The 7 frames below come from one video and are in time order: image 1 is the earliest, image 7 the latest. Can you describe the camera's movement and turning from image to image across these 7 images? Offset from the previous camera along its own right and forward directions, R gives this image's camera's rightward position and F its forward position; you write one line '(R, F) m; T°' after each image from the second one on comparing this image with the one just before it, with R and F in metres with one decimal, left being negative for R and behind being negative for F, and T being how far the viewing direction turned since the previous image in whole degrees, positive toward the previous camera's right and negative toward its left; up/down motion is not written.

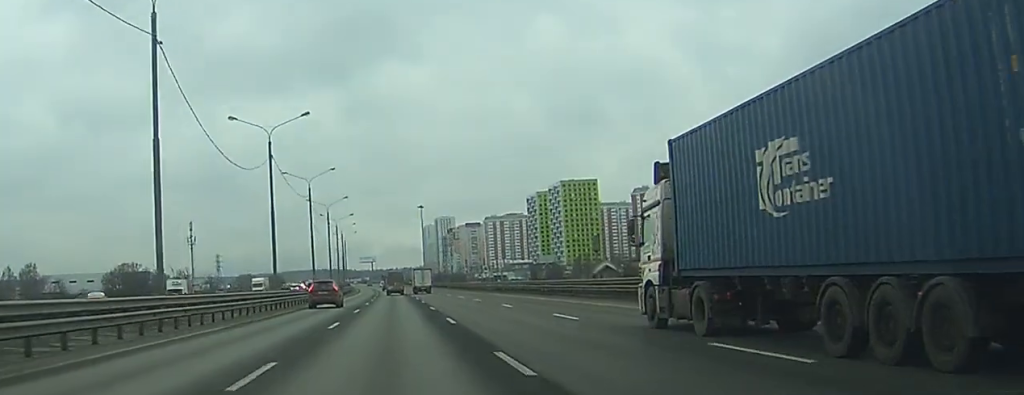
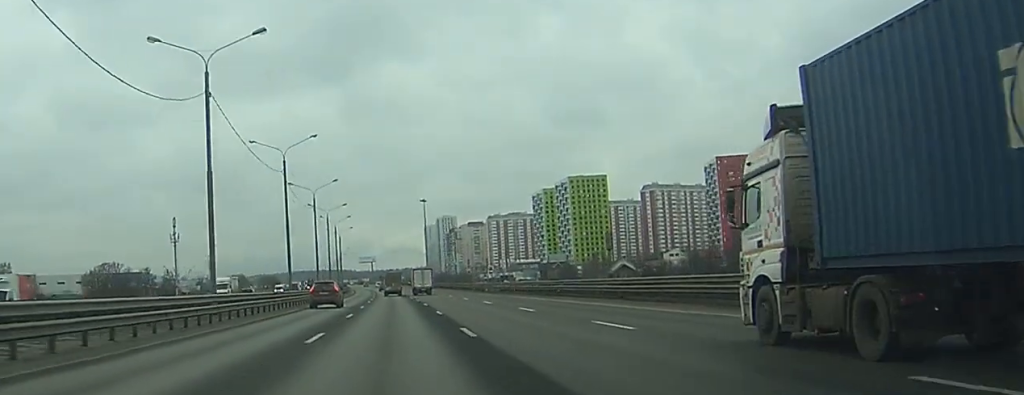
(0.0, +23.2) m; 0°
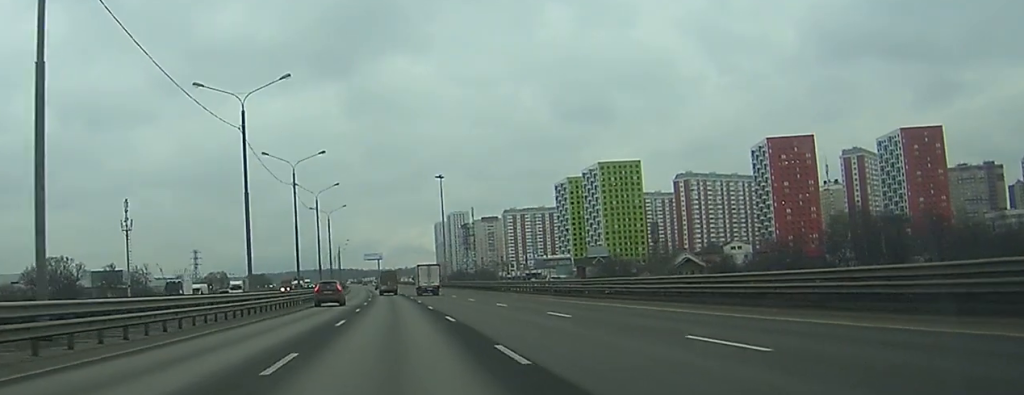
(-0.4, +54.9) m; -1°
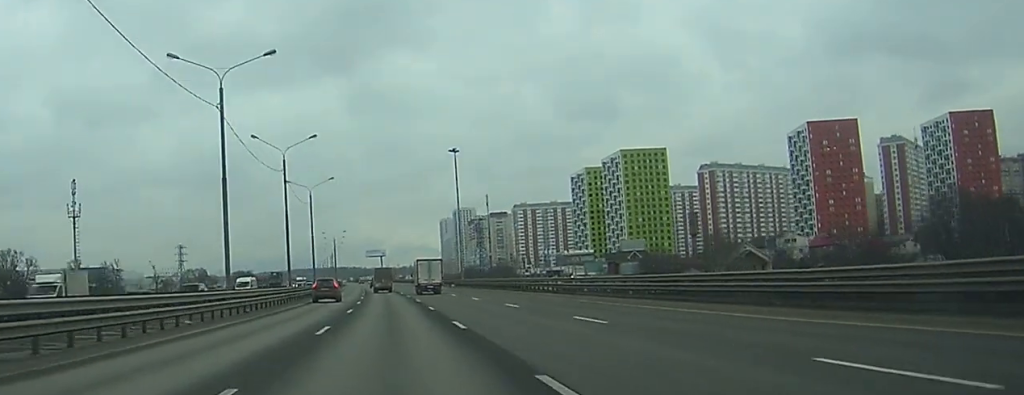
(-0.1, +37.5) m; 0°
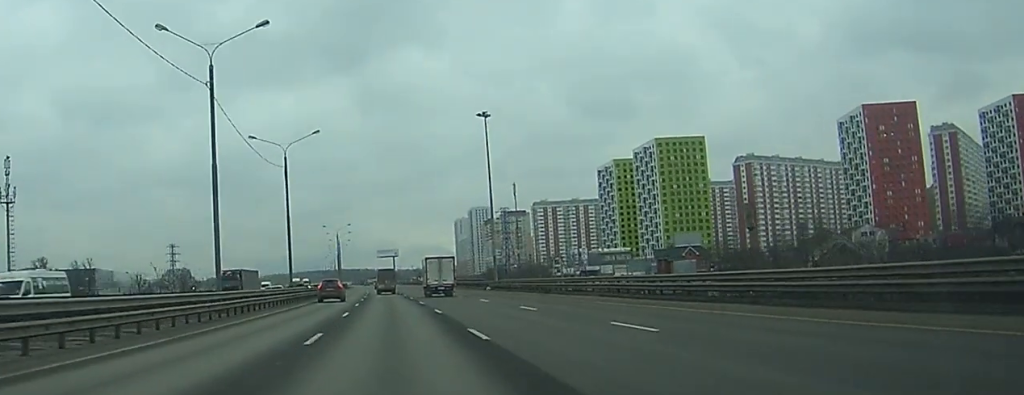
(-0.1, +36.3) m; 0°
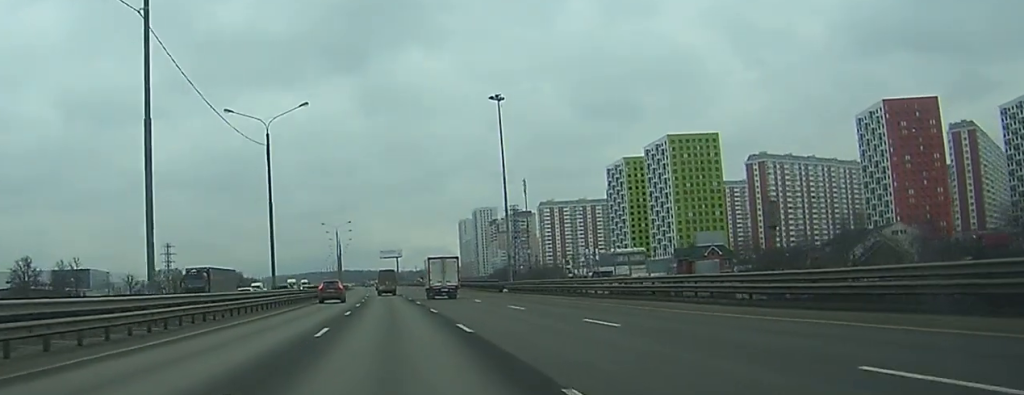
(+0.1, +12.7) m; 0°
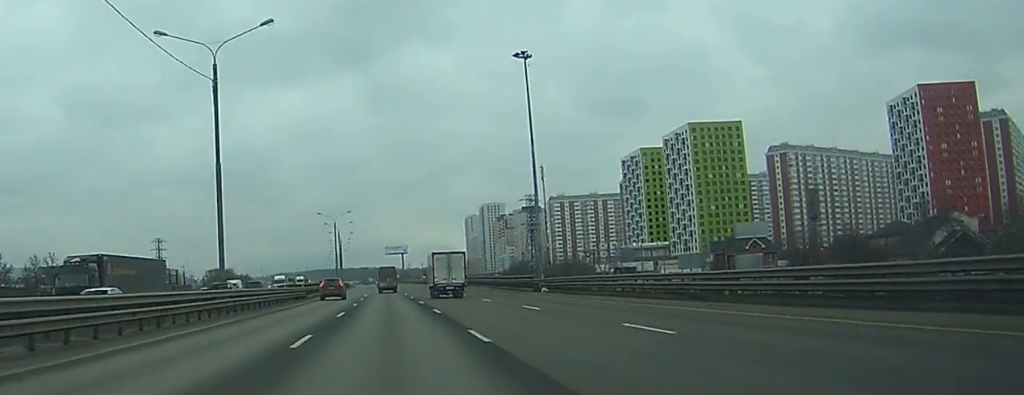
(-0.2, +20.5) m; -1°
